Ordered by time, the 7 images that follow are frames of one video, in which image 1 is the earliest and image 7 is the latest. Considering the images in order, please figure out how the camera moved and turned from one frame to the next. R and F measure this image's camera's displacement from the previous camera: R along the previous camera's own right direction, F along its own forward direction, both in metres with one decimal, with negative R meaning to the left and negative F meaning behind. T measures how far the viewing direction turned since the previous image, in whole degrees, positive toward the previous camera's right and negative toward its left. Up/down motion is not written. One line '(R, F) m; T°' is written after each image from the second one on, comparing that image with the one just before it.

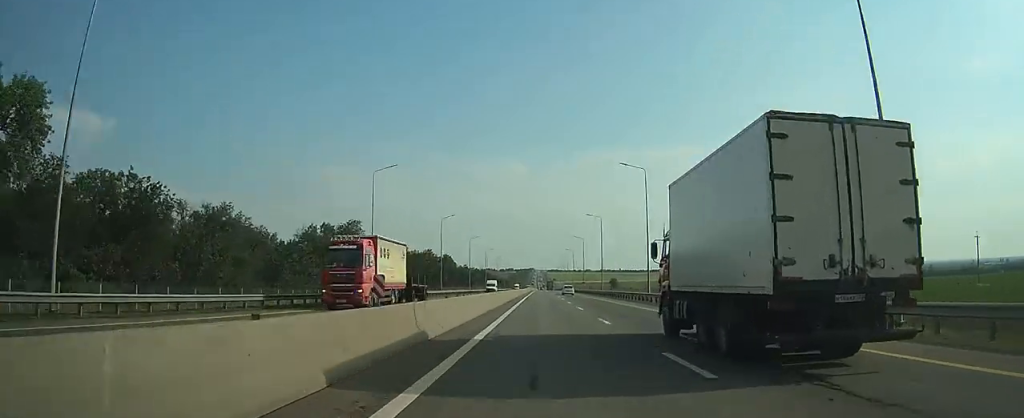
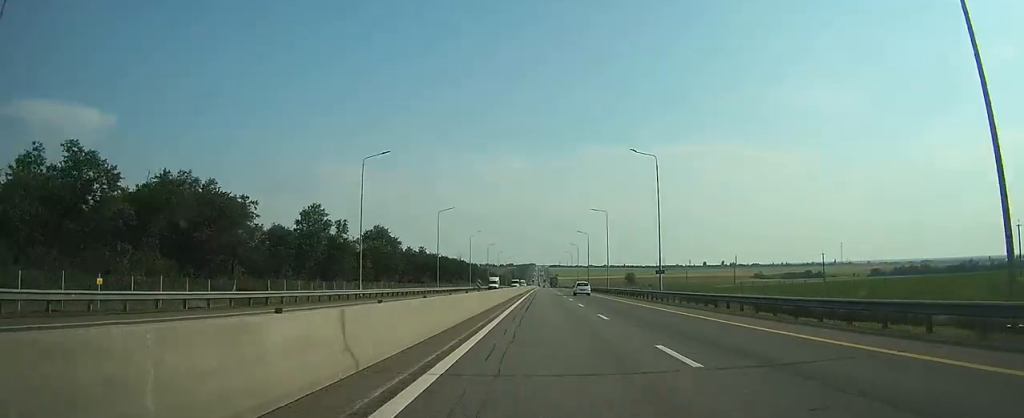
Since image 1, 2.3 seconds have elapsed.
(+0.1, +83.6) m; 0°
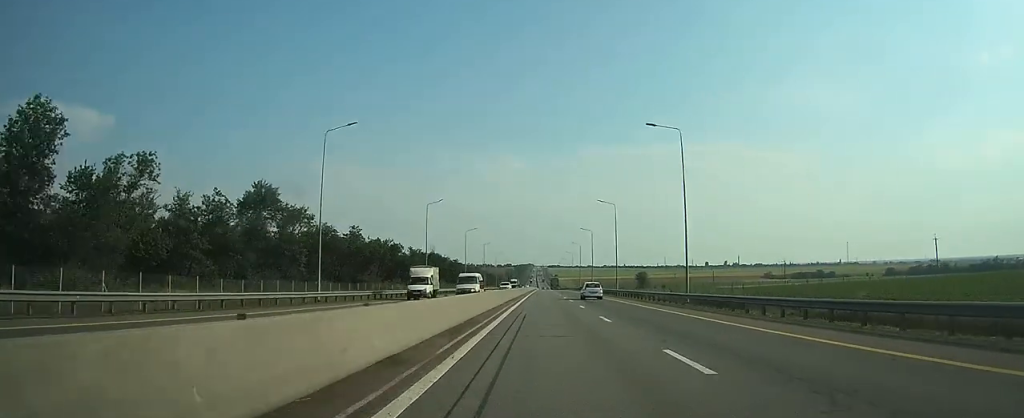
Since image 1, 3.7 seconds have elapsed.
(0.0, +49.2) m; 0°
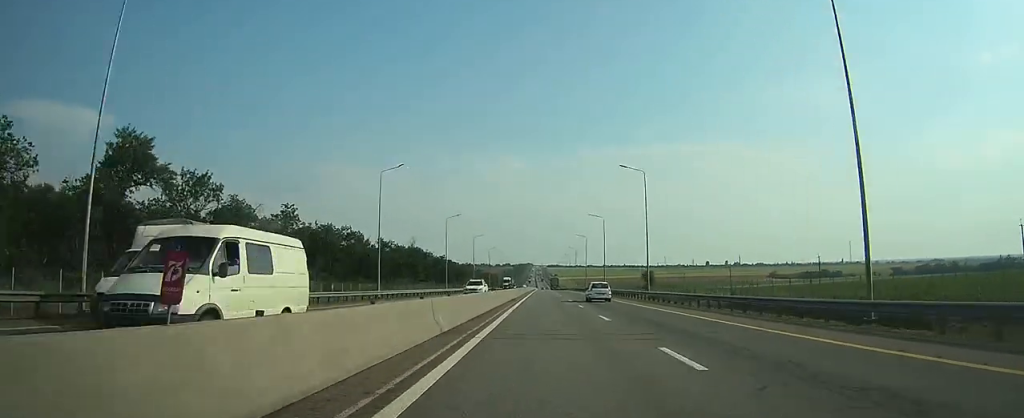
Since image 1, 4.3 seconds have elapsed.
(0.0, +23.9) m; 0°
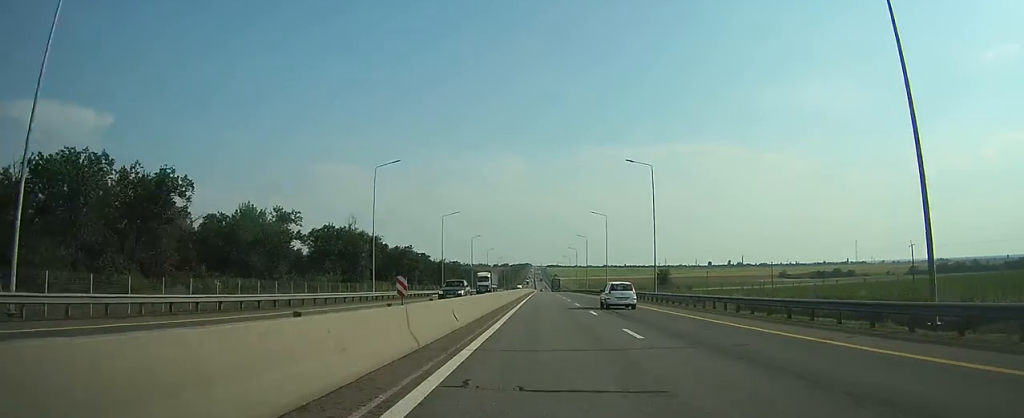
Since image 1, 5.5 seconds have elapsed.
(+0.1, +42.7) m; 0°
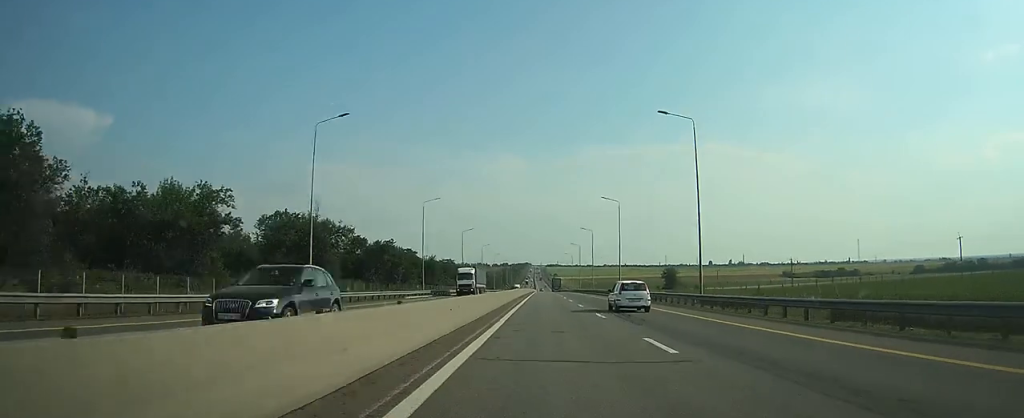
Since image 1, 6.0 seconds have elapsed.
(0.0, +15.4) m; 0°
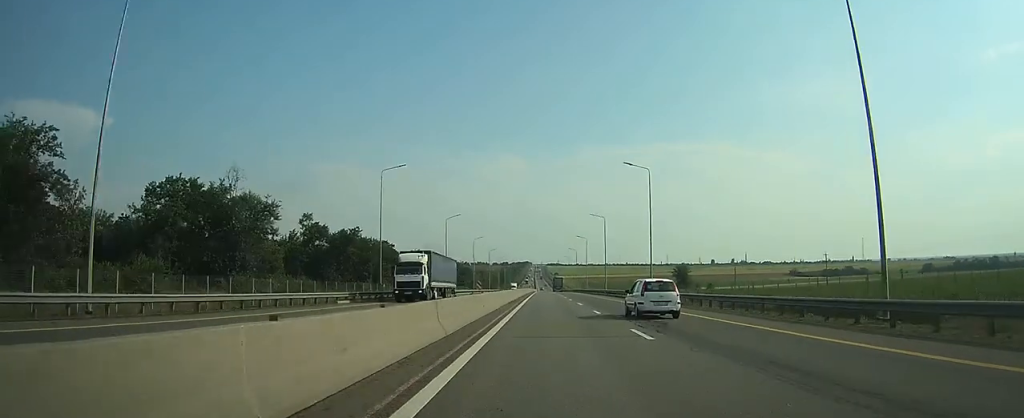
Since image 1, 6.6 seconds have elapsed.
(0.0, +21.3) m; 0°
